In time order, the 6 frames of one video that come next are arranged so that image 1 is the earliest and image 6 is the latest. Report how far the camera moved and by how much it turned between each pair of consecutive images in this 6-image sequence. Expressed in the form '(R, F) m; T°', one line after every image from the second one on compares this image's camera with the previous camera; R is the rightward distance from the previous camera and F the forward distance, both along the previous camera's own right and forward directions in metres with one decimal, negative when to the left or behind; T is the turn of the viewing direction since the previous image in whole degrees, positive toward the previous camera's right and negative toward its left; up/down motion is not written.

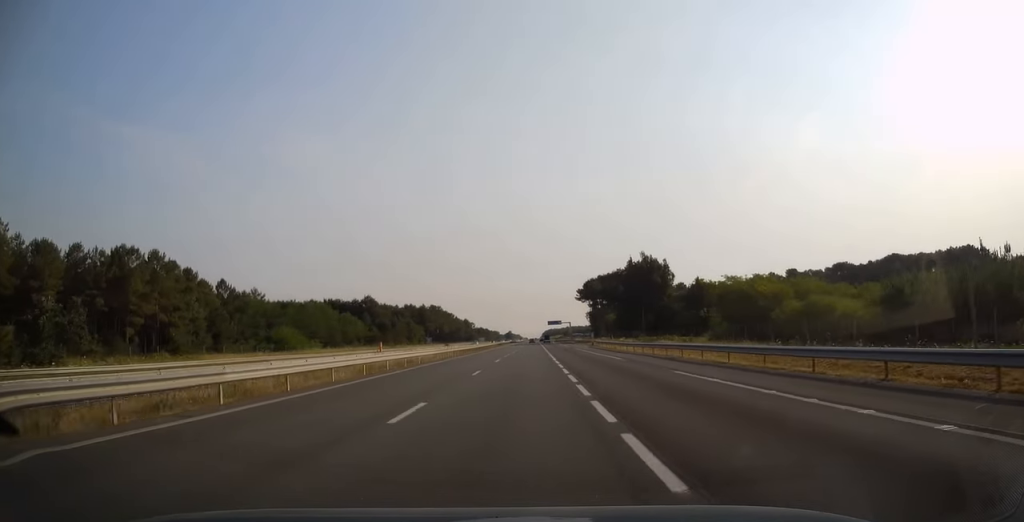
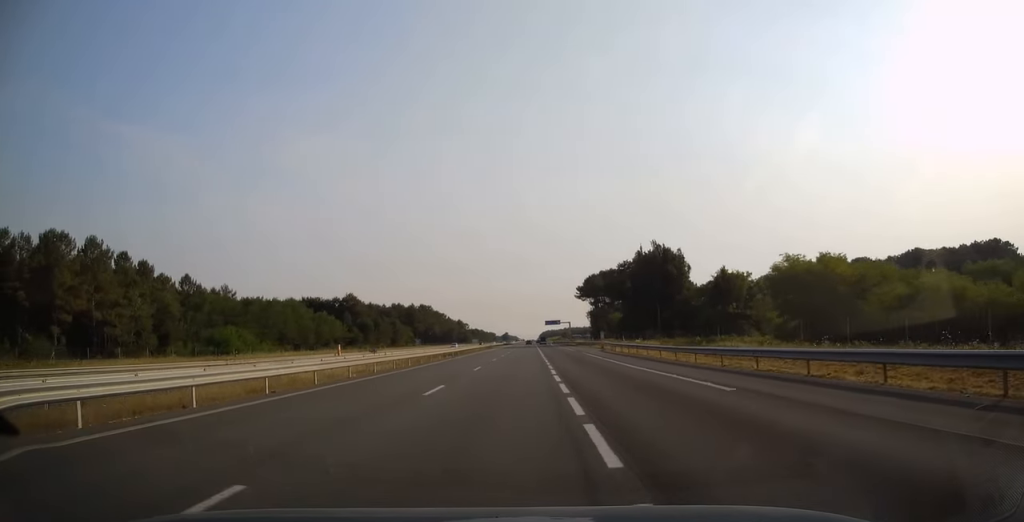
(+0.1, +20.6) m; 0°
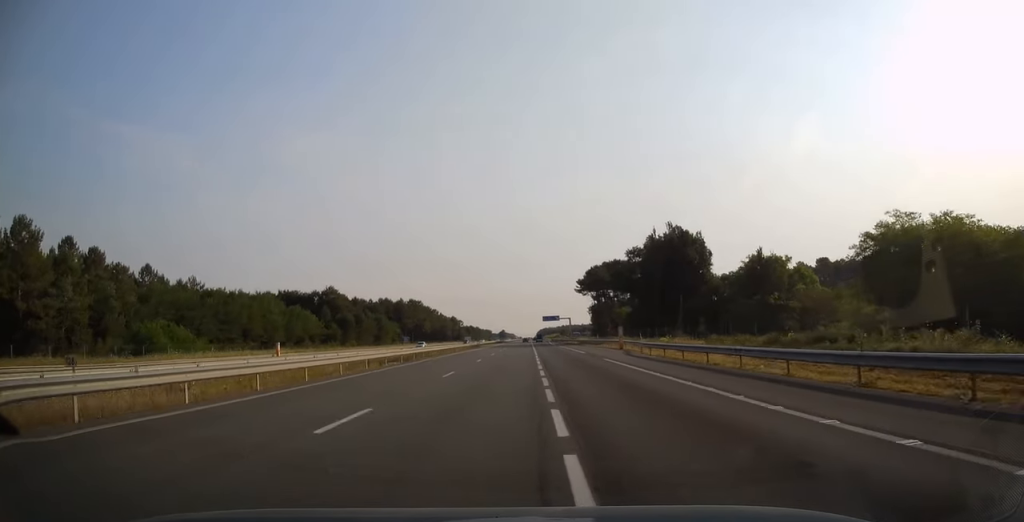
(+0.1, +19.7) m; 0°
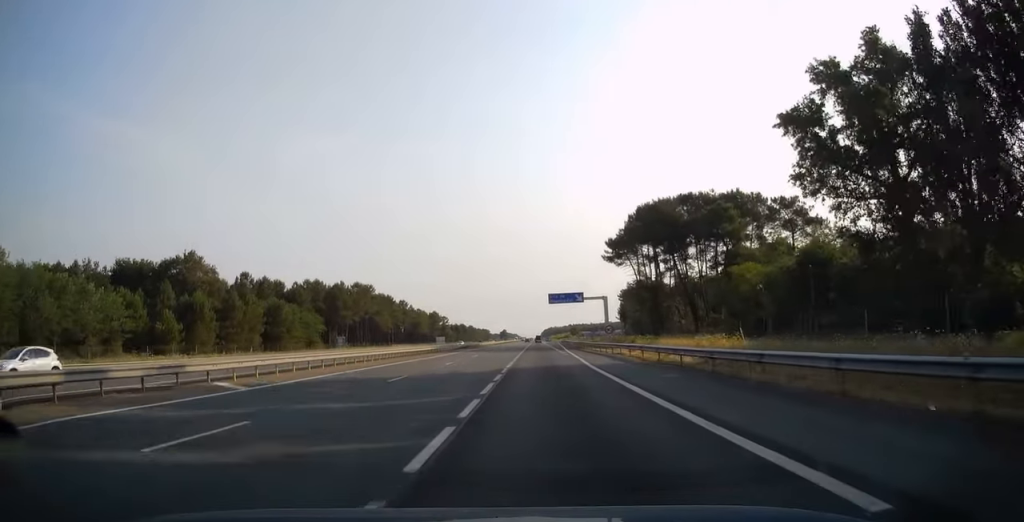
(-0.5, +93.5) m; -1°
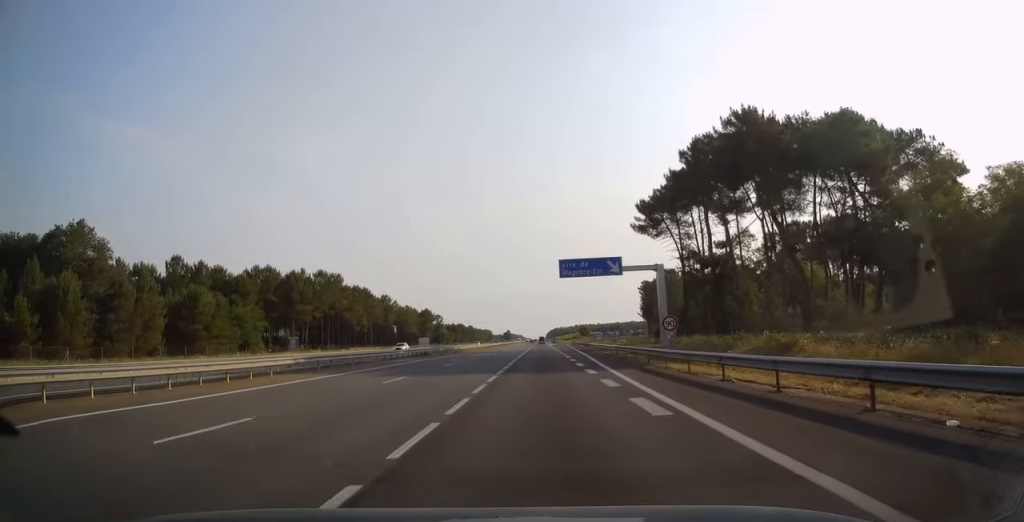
(0.0, +38.3) m; 0°
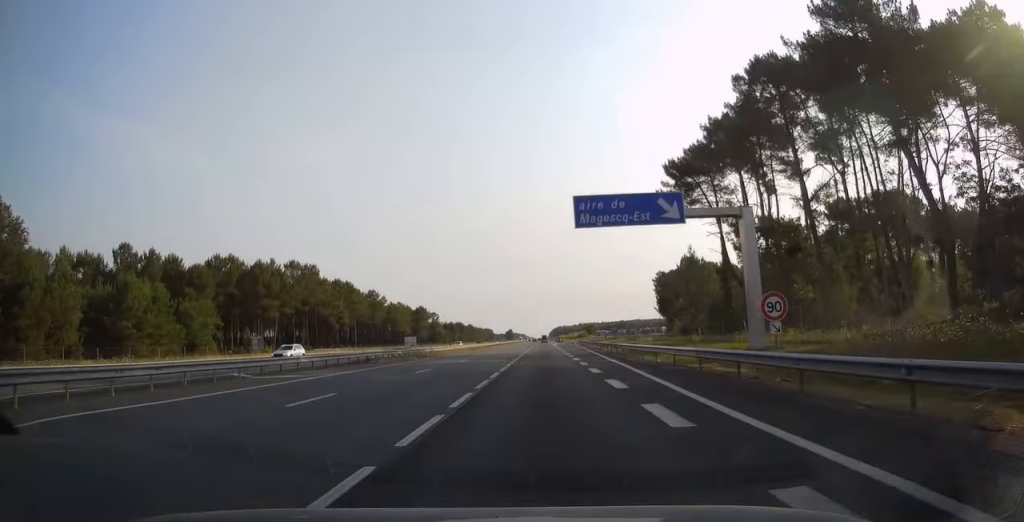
(0.0, +21.1) m; 0°
